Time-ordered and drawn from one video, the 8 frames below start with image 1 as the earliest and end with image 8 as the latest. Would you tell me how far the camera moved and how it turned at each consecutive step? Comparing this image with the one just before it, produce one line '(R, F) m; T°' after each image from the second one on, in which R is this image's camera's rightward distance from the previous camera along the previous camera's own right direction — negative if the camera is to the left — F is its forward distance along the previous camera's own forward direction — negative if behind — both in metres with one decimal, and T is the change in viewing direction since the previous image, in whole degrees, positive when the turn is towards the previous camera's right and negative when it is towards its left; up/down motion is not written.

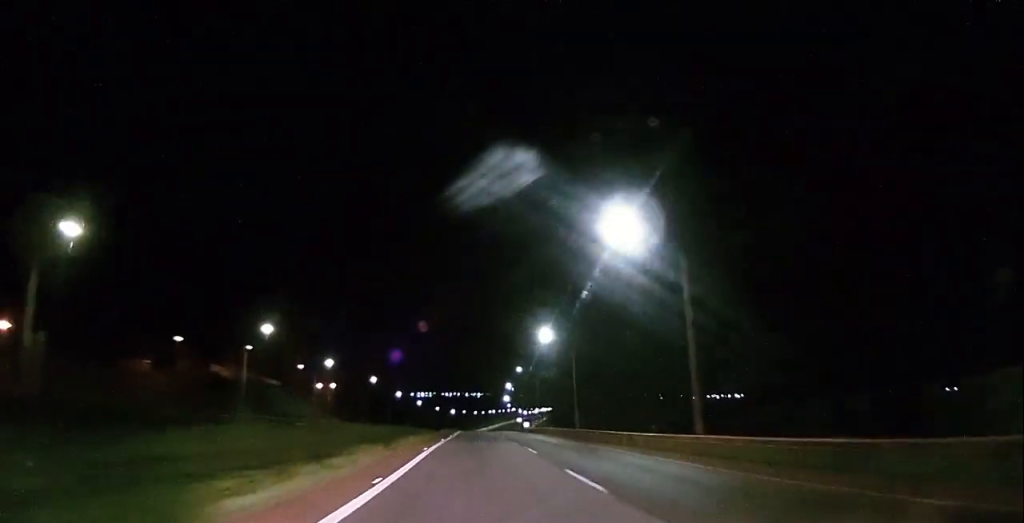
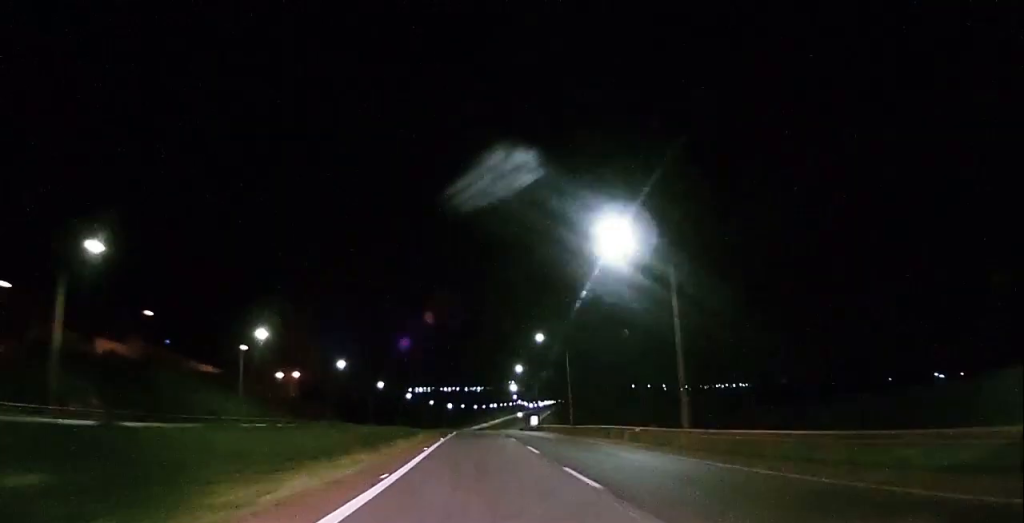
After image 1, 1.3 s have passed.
(0.0, +37.3) m; 0°
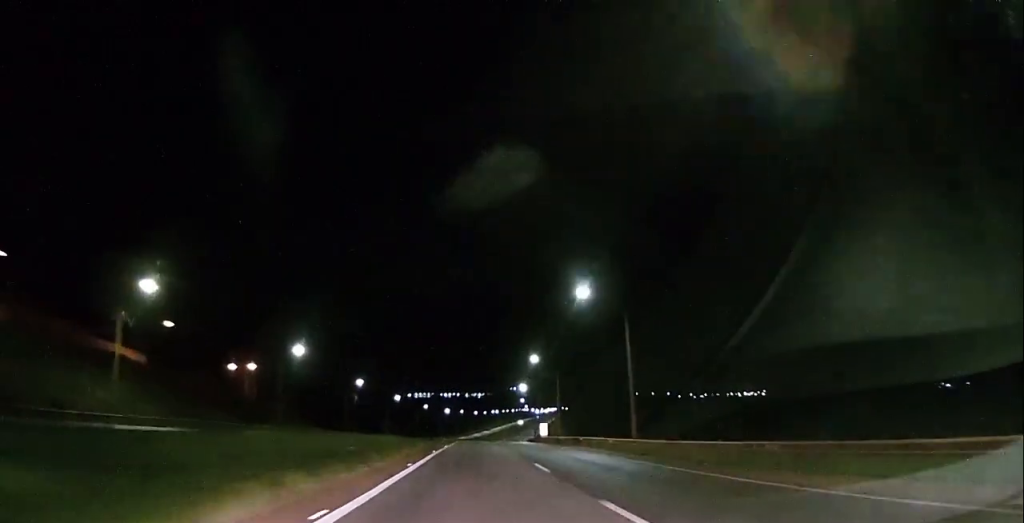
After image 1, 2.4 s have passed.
(0.0, +29.6) m; +1°
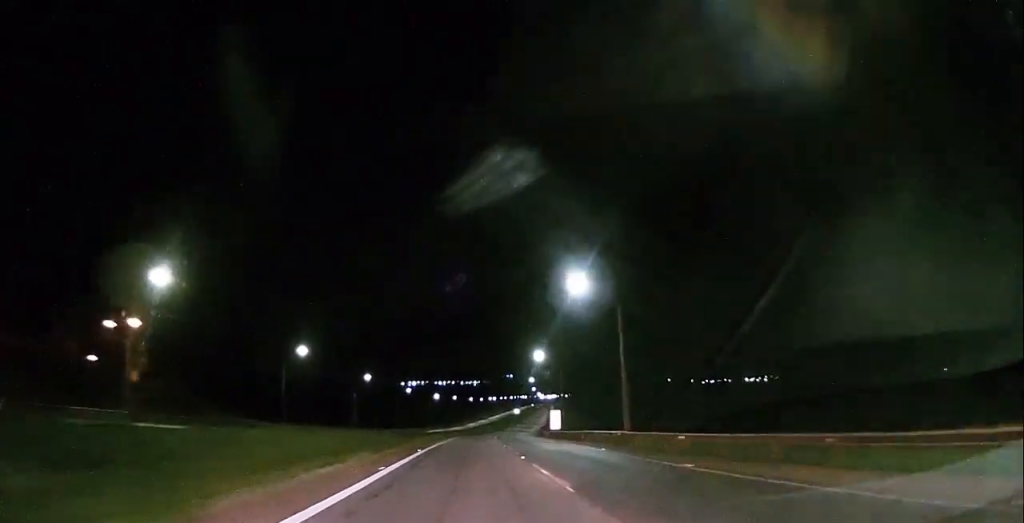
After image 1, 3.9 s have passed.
(+0.1, +40.6) m; 0°
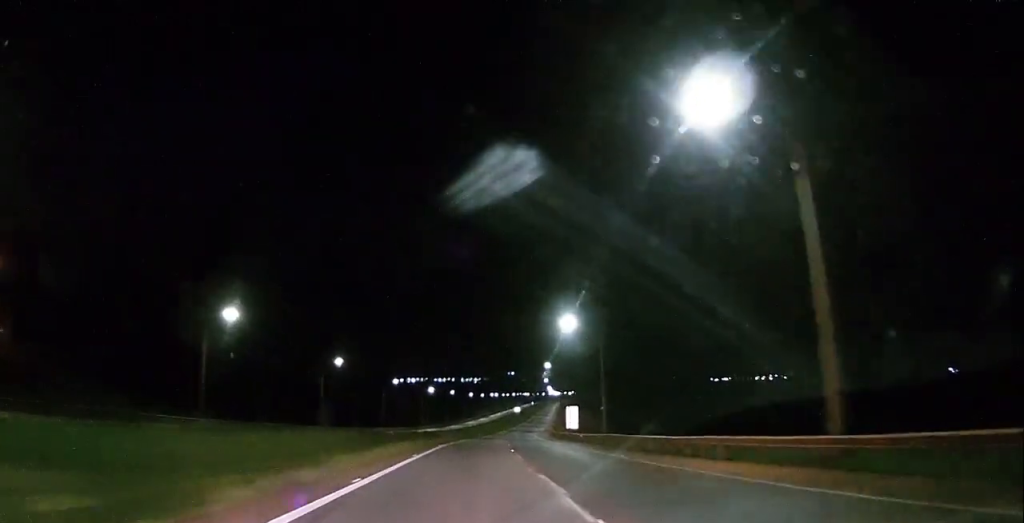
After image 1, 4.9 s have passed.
(0.0, +27.6) m; +1°
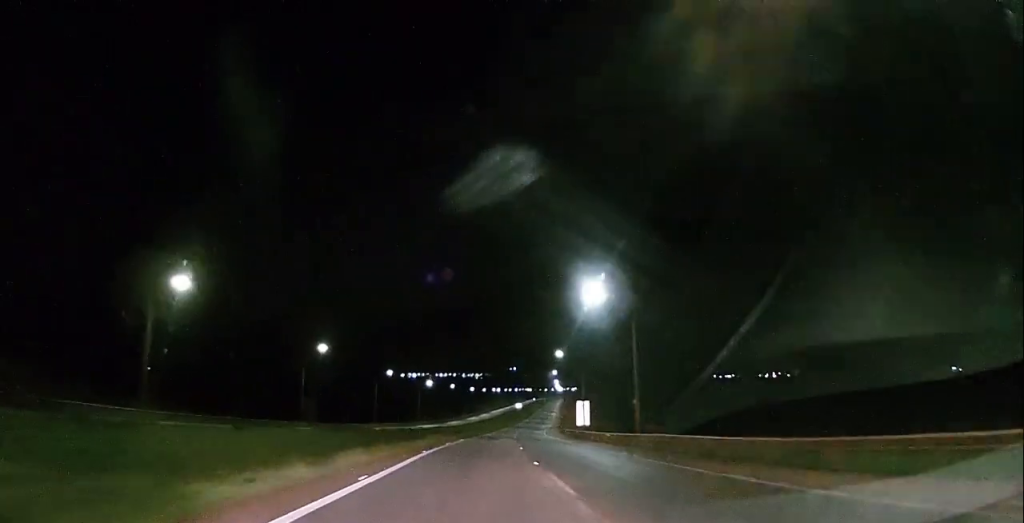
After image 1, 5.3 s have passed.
(+0.1, +11.9) m; 0°
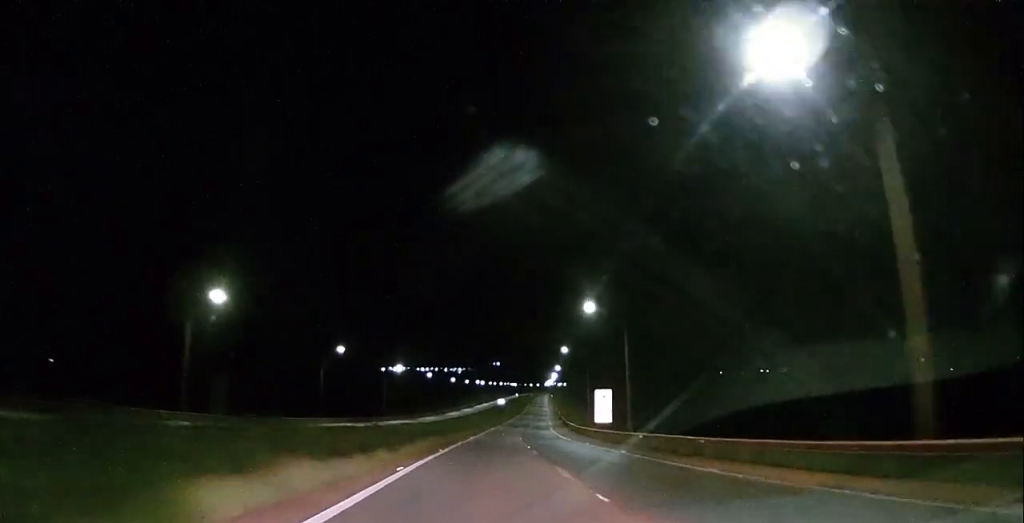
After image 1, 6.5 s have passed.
(0.0, +33.2) m; -1°
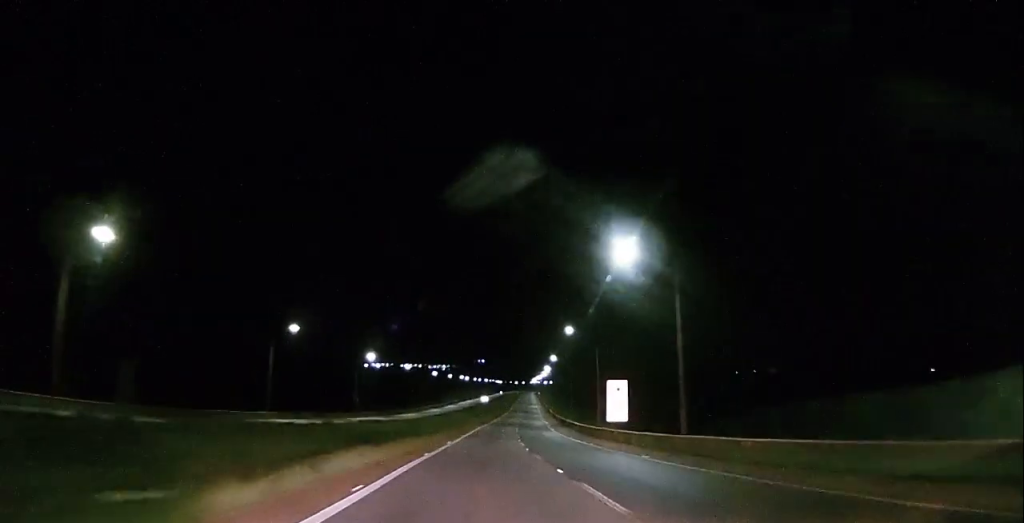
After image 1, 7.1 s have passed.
(-0.3, +17.6) m; +1°
